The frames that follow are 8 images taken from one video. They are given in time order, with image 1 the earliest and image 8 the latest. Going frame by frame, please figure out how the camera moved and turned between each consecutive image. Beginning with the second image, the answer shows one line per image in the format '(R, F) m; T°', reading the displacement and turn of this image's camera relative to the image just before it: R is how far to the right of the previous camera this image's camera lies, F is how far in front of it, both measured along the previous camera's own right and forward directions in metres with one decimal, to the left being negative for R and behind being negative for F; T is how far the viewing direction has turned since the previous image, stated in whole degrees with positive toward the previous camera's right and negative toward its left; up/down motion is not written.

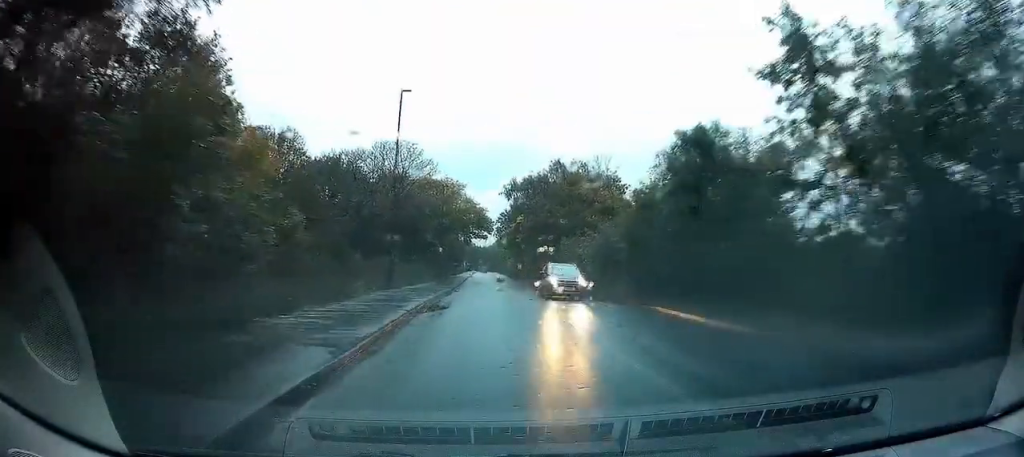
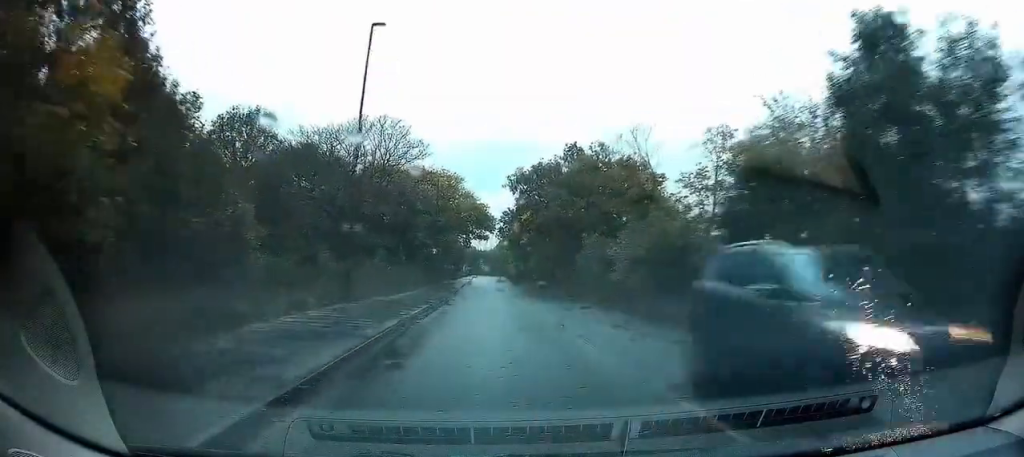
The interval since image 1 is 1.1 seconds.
(-0.1, +8.7) m; 0°
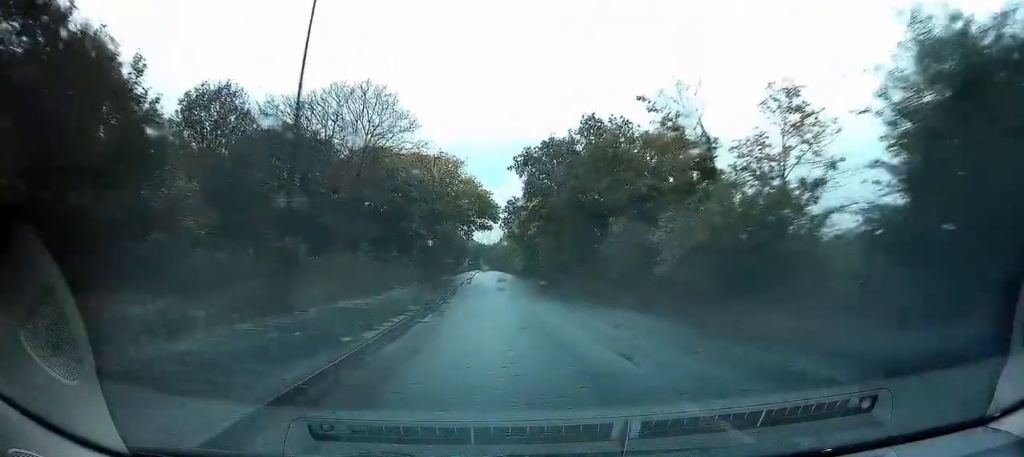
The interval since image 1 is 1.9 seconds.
(0.0, +6.5) m; 0°
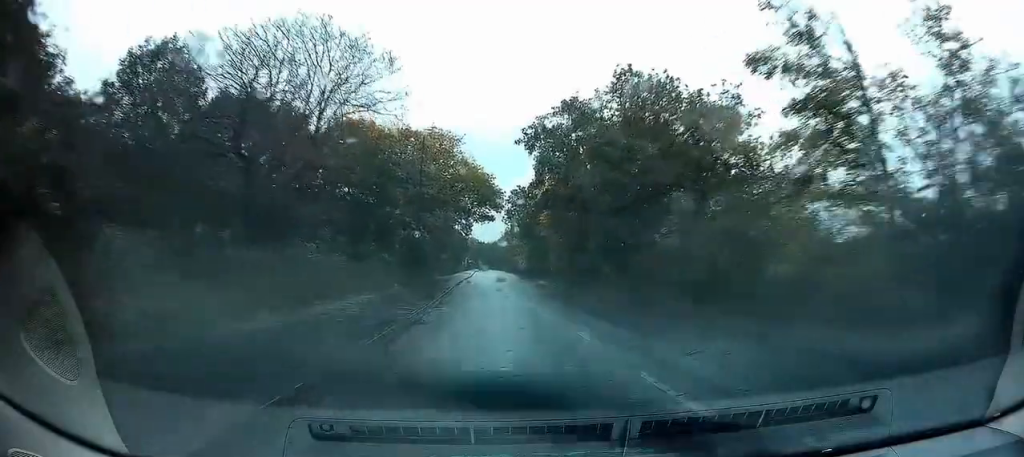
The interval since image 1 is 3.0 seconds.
(0.0, +9.0) m; -1°
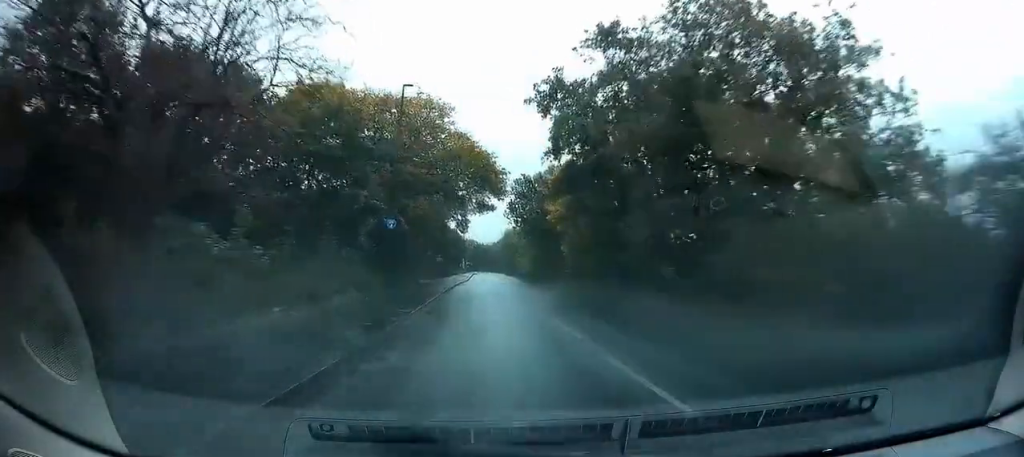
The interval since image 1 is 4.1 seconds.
(-0.1, +9.5) m; -1°
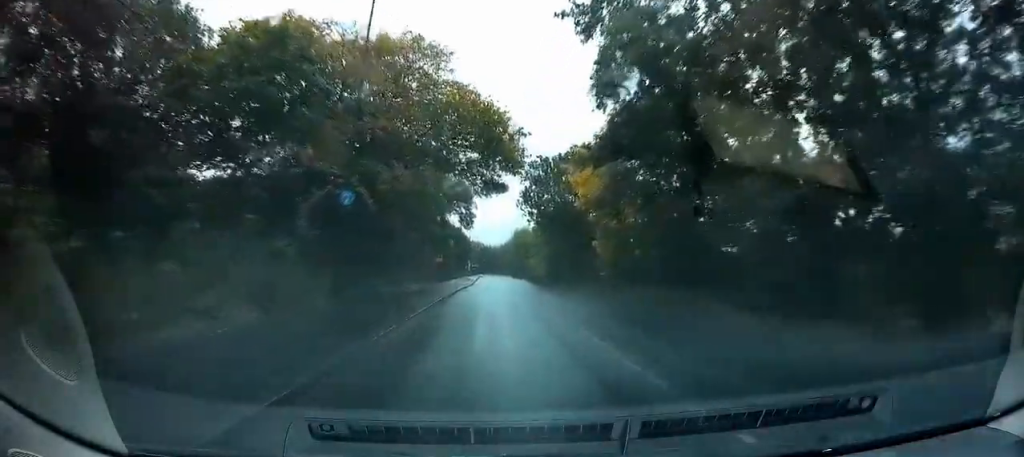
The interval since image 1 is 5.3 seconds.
(0.0, +10.2) m; -1°
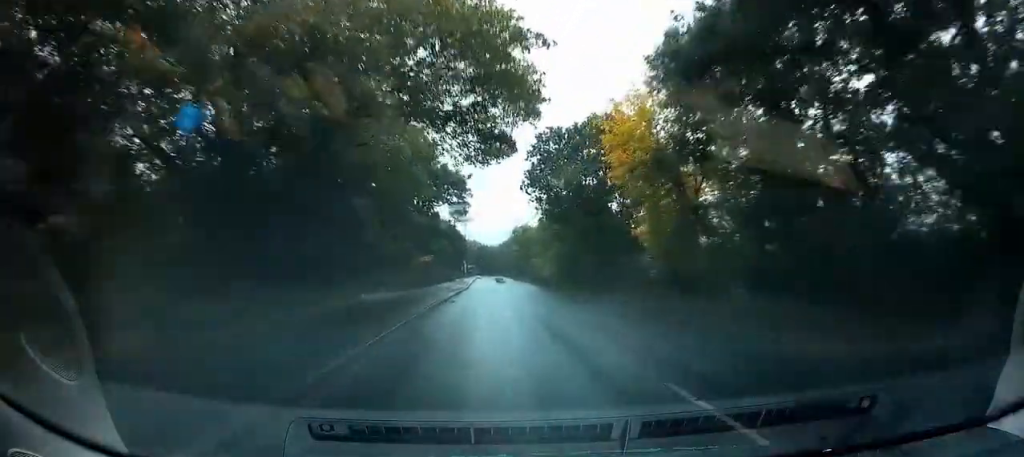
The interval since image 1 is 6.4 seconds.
(-0.1, +10.2) m; 0°
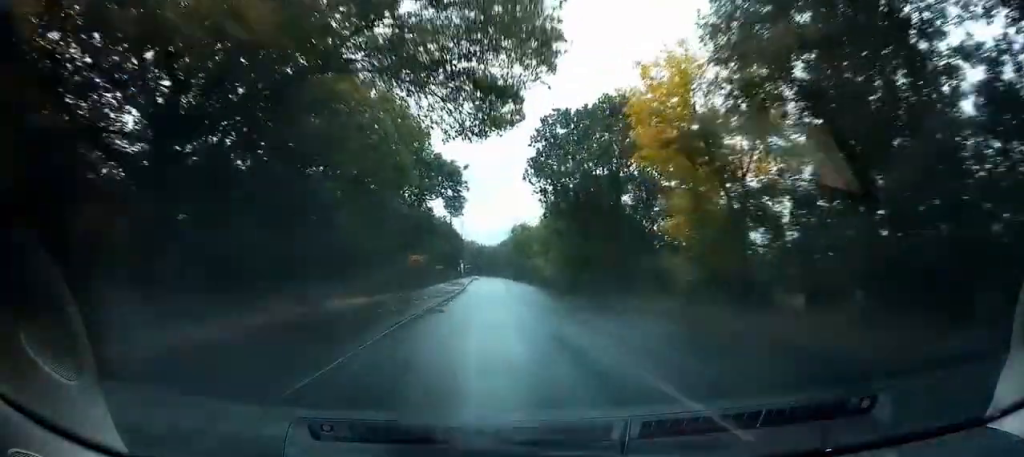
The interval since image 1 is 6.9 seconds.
(0.0, +4.8) m; +1°
